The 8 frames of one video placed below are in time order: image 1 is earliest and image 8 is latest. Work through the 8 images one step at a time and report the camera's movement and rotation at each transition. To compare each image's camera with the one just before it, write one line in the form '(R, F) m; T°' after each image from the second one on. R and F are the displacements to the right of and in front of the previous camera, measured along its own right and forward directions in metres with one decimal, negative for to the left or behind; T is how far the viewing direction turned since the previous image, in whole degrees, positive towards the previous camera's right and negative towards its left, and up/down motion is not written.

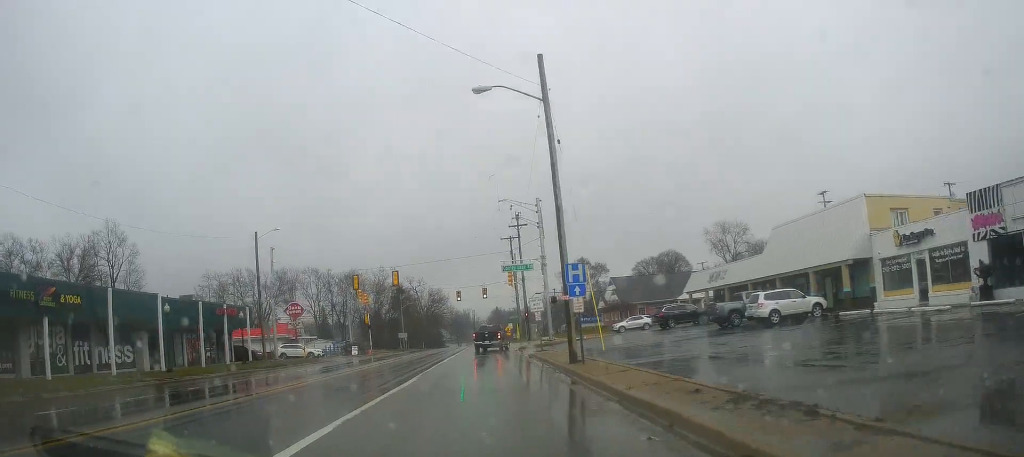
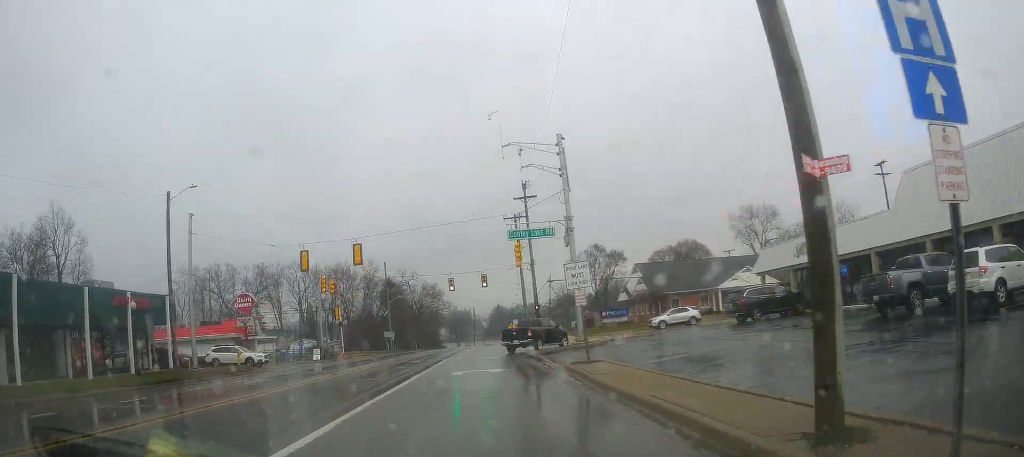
(-0.4, +15.2) m; -1°
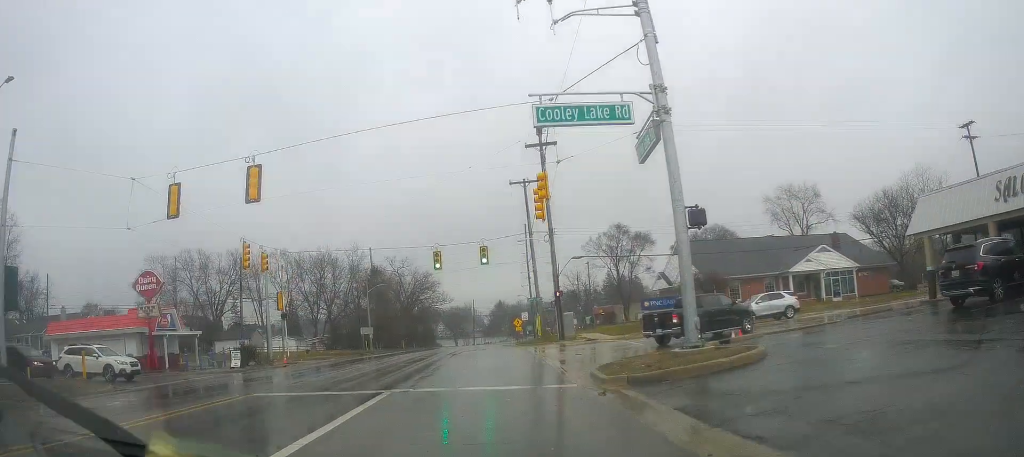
(+0.6, +17.4) m; +4°
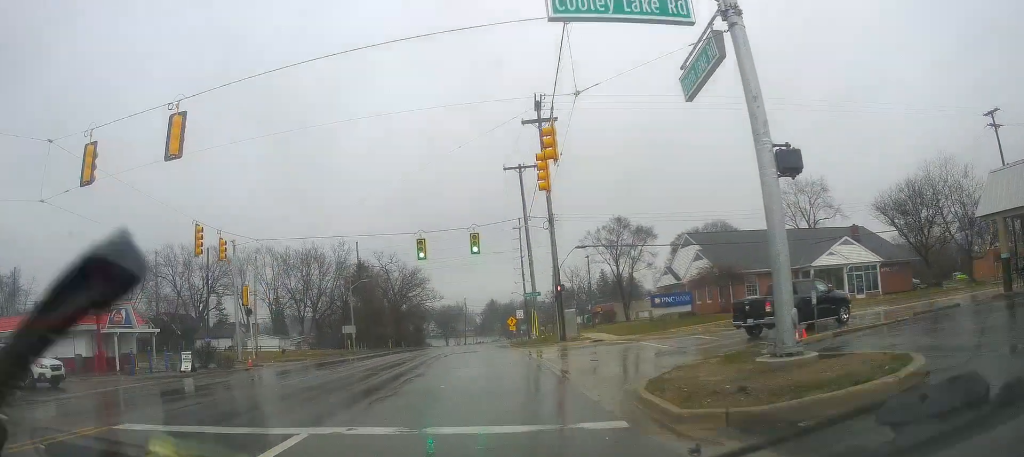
(0.0, +5.2) m; 0°
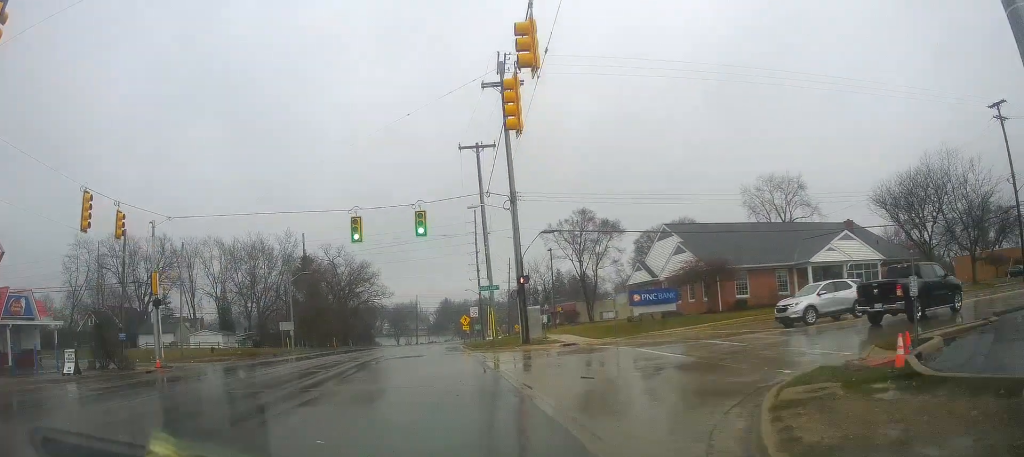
(0.0, +6.8) m; +6°
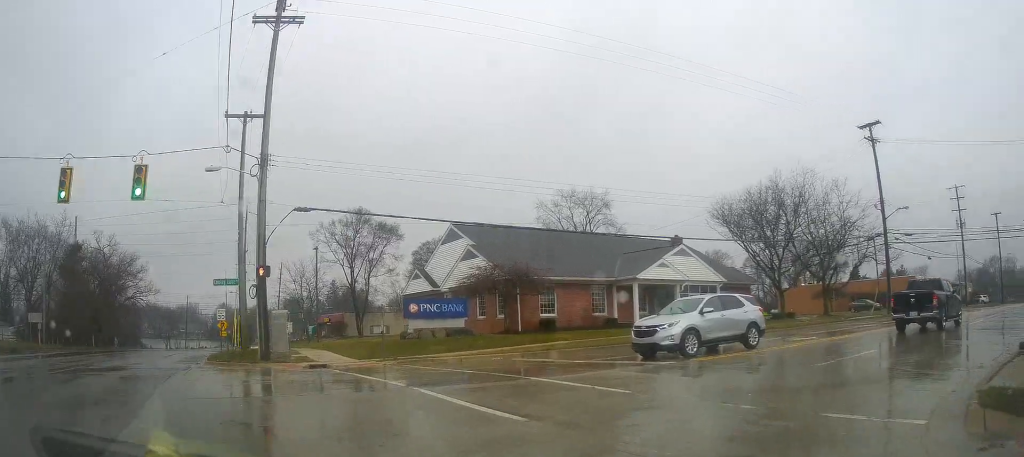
(+1.3, +8.4) m; +26°
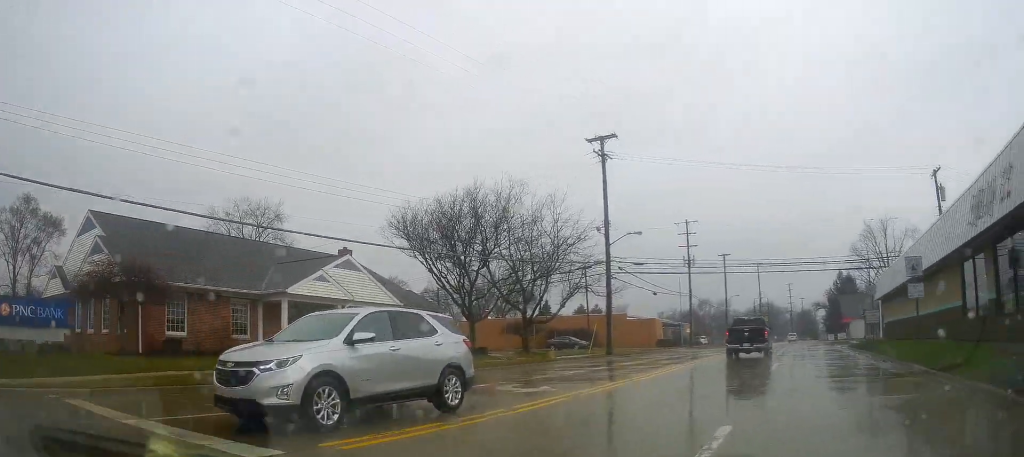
(+2.1, +7.8) m; +29°
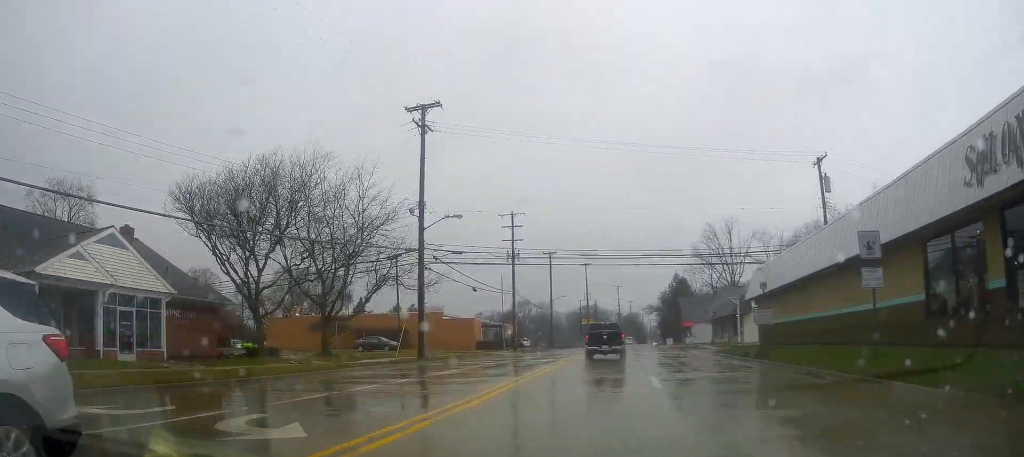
(+1.1, +5.6) m; +15°
